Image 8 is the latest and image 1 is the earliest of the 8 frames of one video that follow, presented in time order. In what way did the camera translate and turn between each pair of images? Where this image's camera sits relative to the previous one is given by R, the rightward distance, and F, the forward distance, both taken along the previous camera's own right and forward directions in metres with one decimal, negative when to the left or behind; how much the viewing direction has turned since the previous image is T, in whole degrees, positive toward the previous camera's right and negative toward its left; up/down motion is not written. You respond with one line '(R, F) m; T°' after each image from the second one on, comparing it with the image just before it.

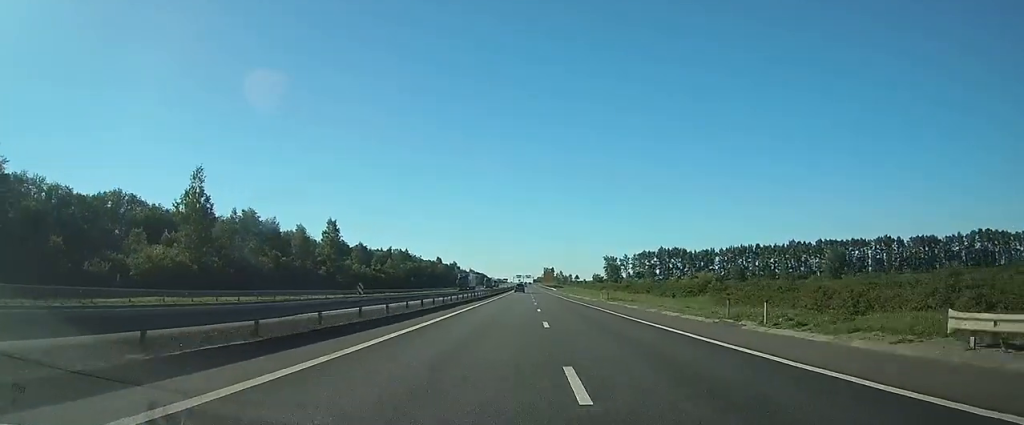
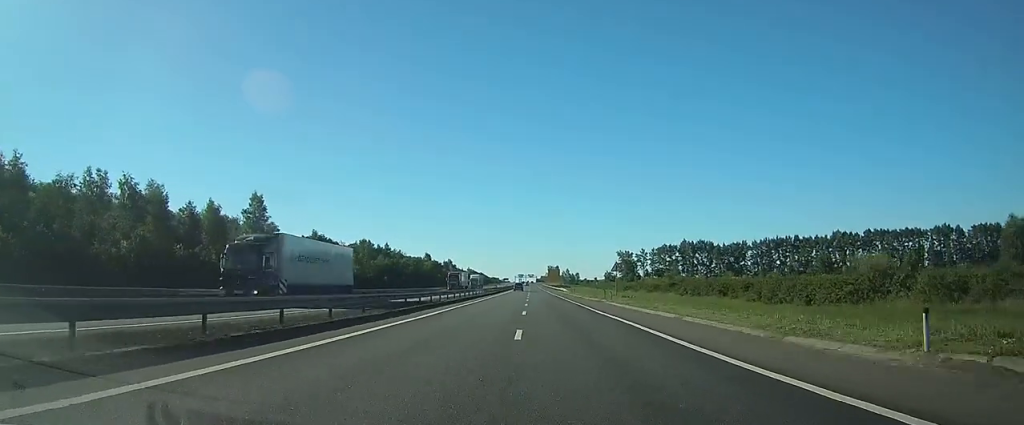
(+0.2, +52.7) m; +2°
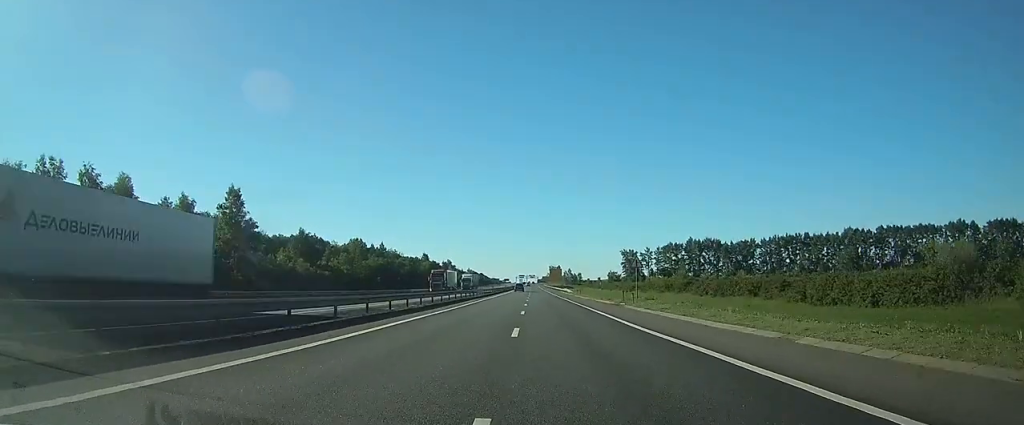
(0.0, +11.3) m; 0°
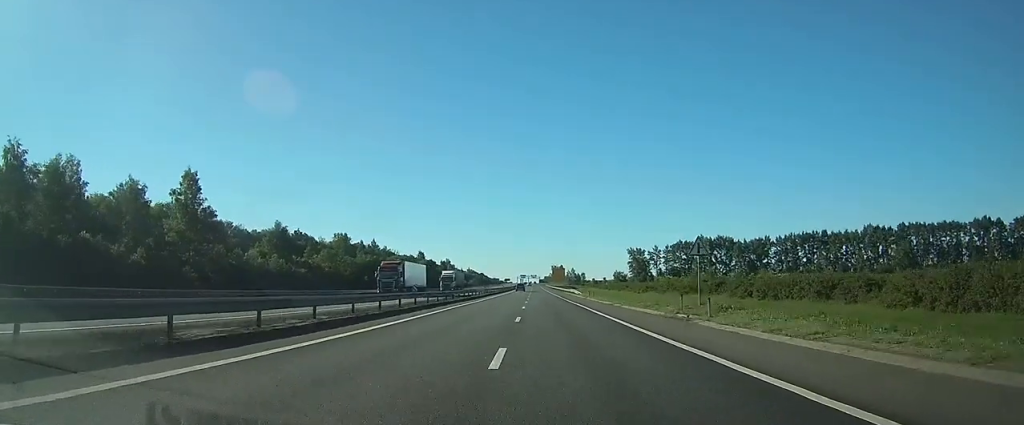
(0.0, +17.8) m; 0°
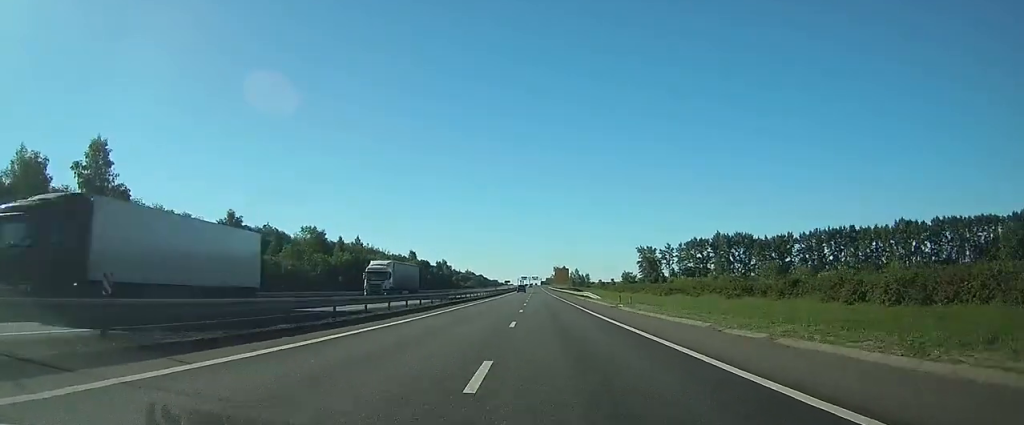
(0.0, +26.2) m; 0°
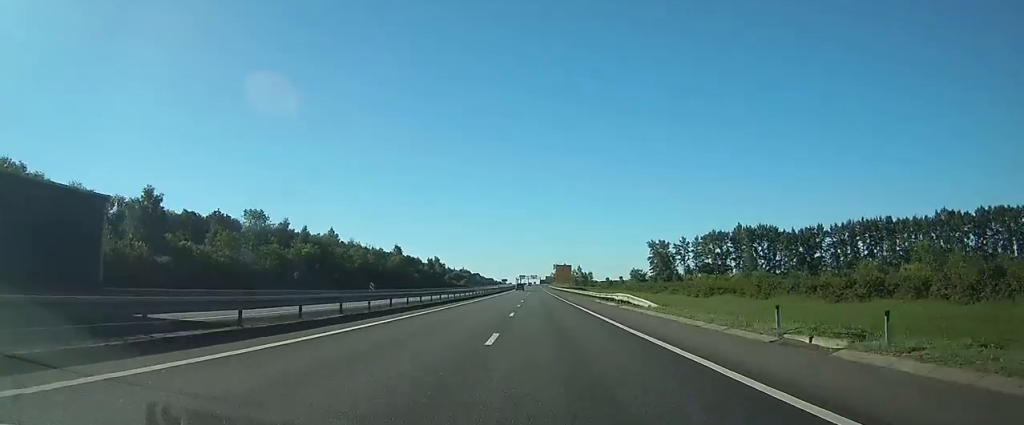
(+0.2, +30.8) m; 0°
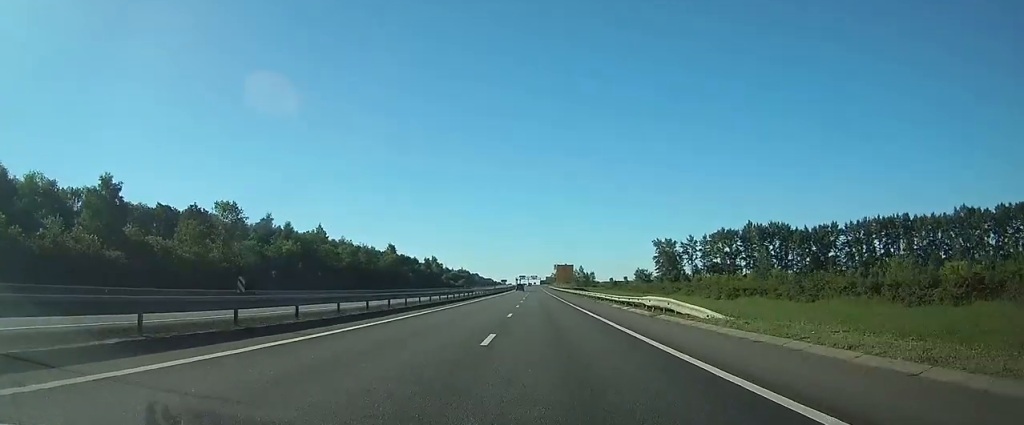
(0.0, +12.1) m; 0°
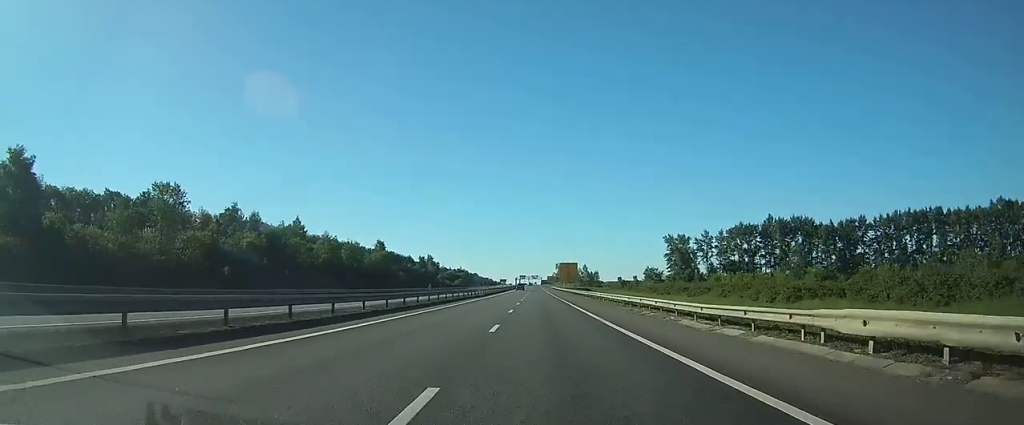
(0.0, +20.4) m; 0°
